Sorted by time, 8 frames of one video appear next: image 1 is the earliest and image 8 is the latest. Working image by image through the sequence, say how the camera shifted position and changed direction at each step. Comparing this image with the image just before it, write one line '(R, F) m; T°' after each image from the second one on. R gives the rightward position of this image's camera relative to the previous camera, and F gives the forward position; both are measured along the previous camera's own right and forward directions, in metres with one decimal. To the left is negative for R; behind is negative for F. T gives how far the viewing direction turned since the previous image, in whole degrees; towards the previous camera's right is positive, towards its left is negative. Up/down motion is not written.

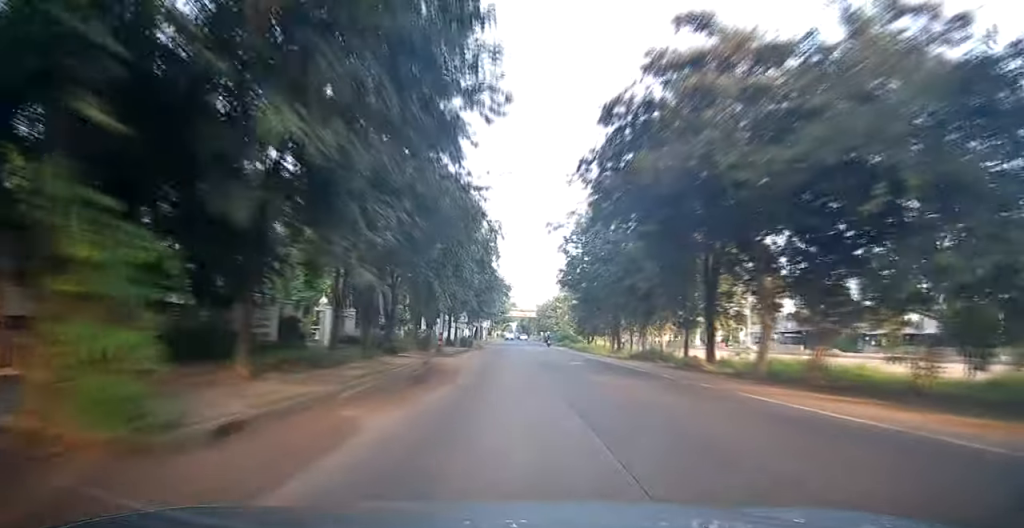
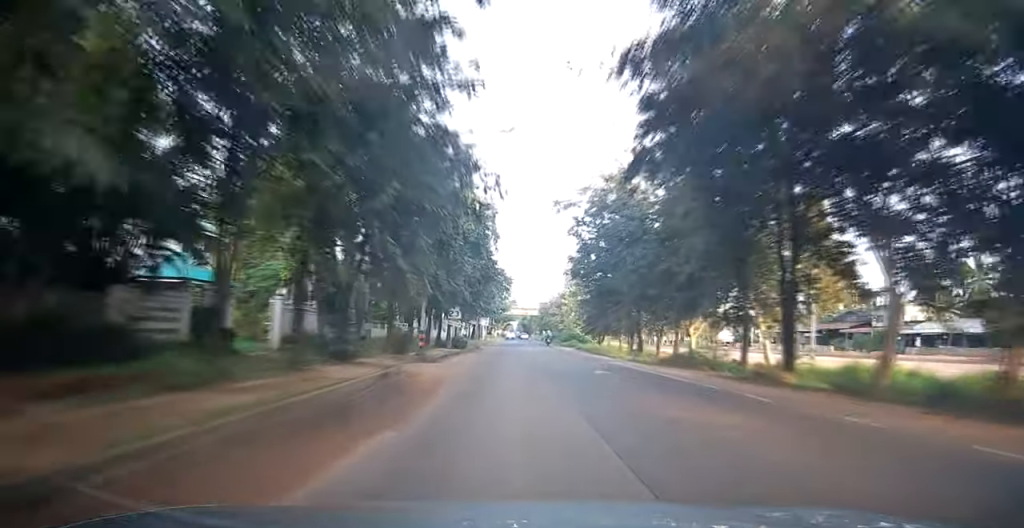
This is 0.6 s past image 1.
(-0.1, +6.5) m; -1°
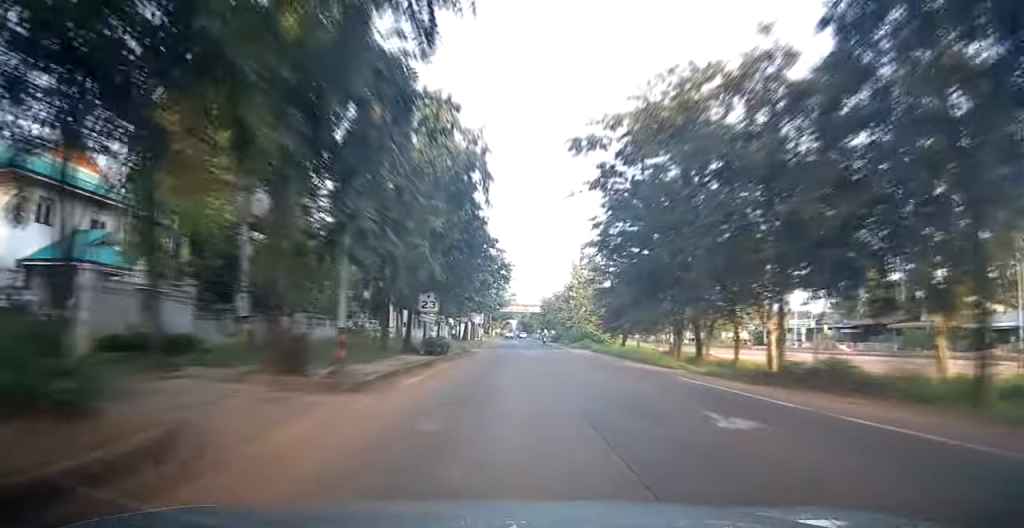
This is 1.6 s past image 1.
(-0.1, +11.0) m; 0°
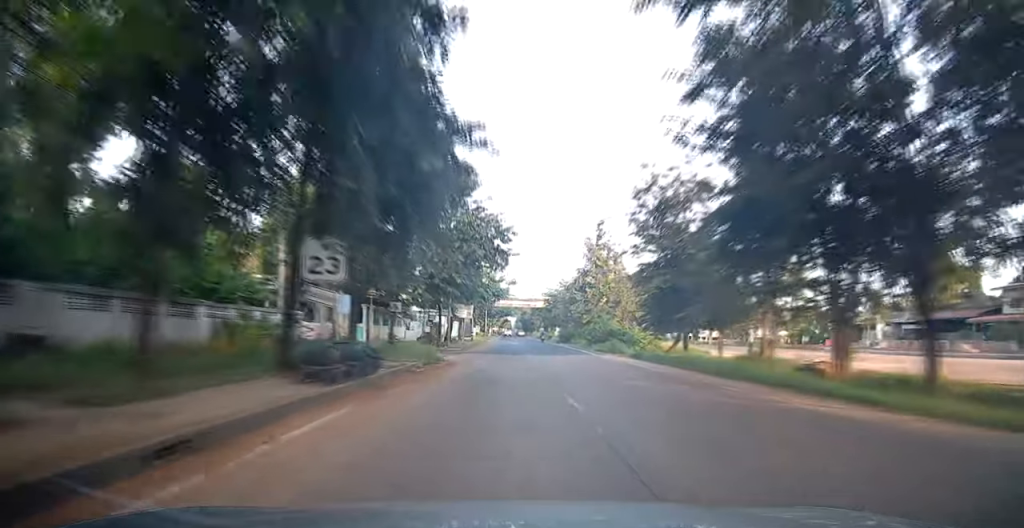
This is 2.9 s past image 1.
(+0.2, +14.3) m; +1°
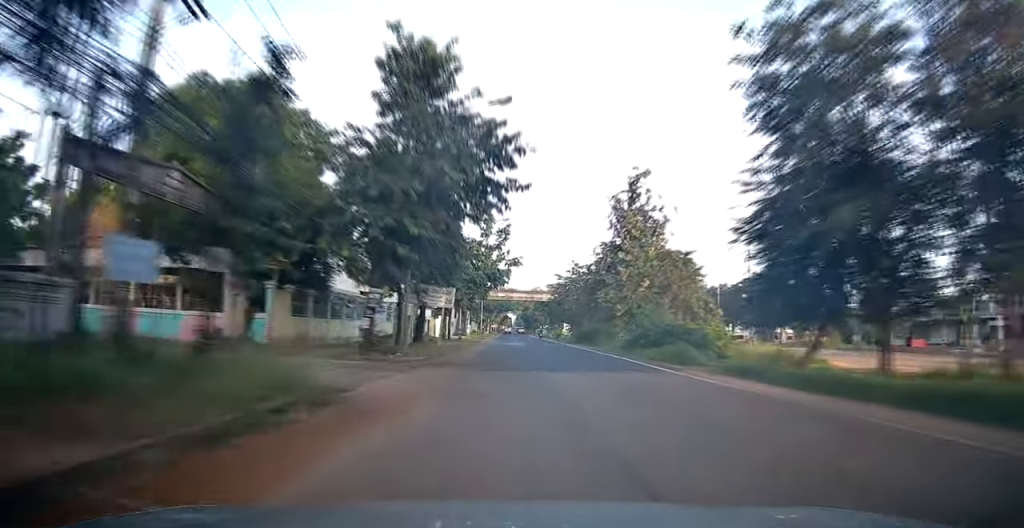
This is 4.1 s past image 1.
(0.0, +14.0) m; 0°
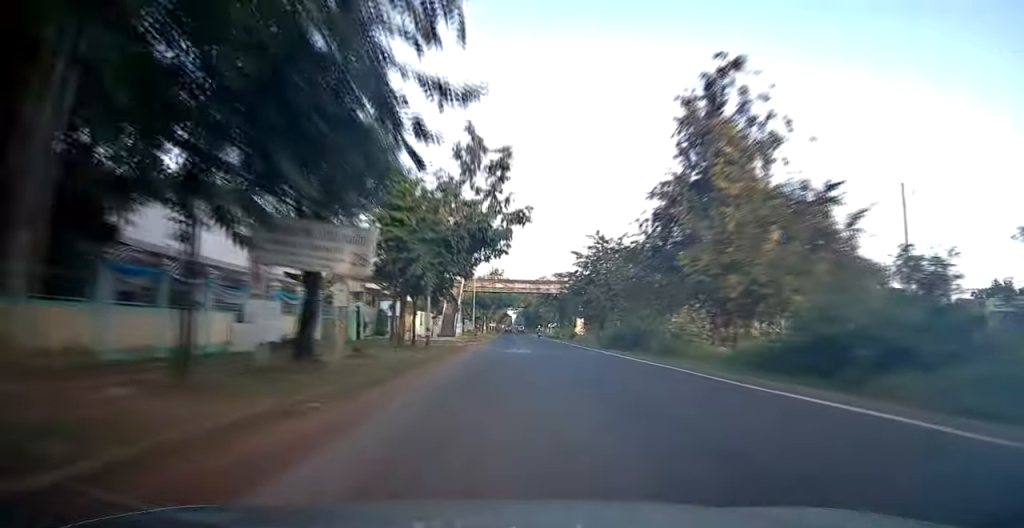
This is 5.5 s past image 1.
(-0.3, +16.6) m; -2°
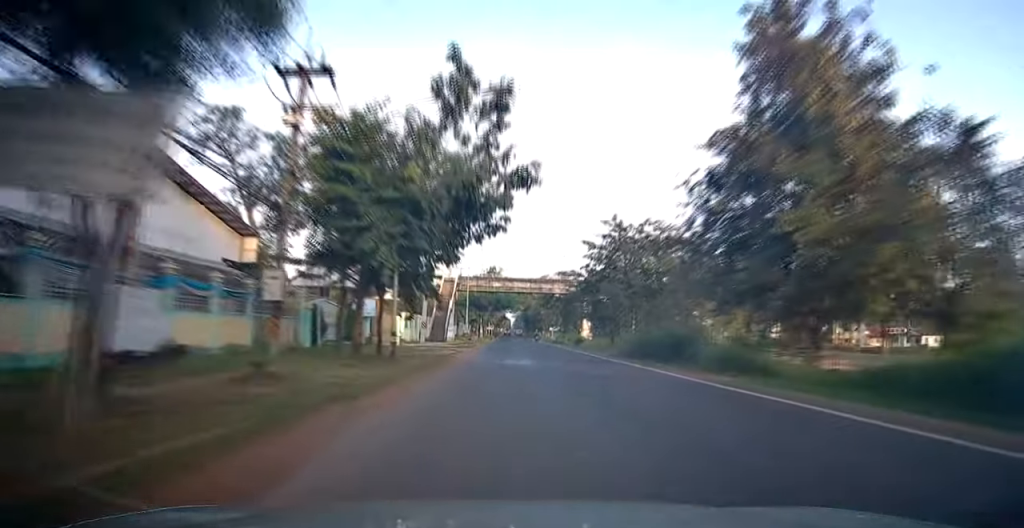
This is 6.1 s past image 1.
(-0.3, +7.3) m; +1°
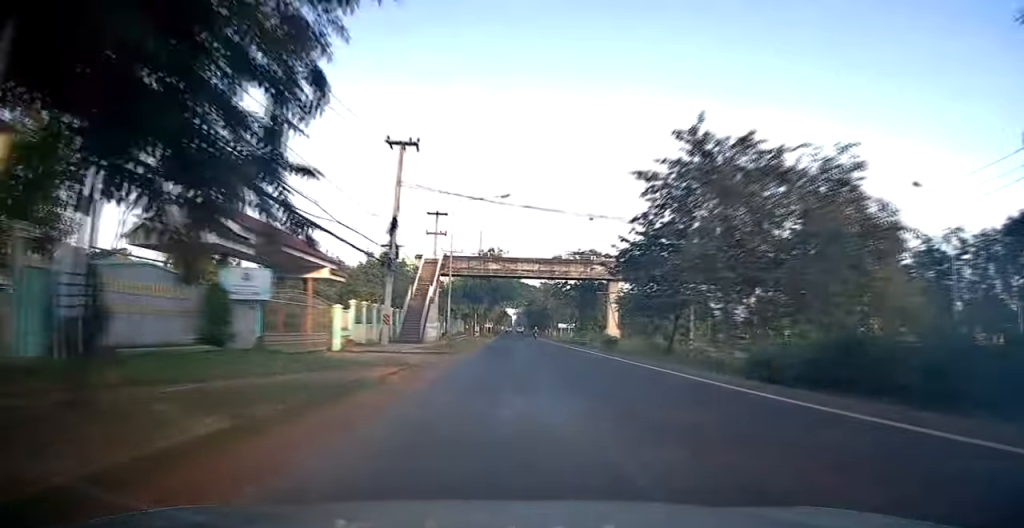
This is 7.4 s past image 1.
(+0.8, +15.4) m; +3°
